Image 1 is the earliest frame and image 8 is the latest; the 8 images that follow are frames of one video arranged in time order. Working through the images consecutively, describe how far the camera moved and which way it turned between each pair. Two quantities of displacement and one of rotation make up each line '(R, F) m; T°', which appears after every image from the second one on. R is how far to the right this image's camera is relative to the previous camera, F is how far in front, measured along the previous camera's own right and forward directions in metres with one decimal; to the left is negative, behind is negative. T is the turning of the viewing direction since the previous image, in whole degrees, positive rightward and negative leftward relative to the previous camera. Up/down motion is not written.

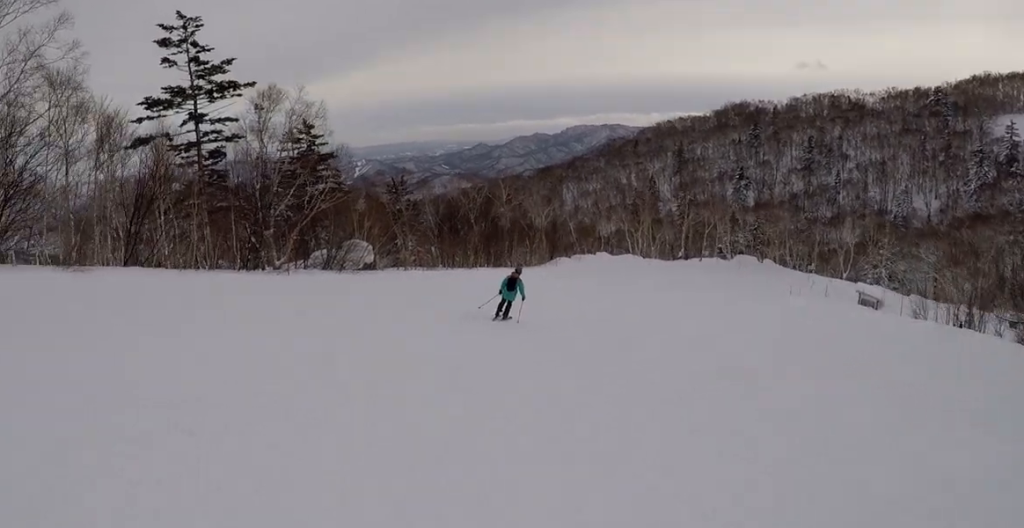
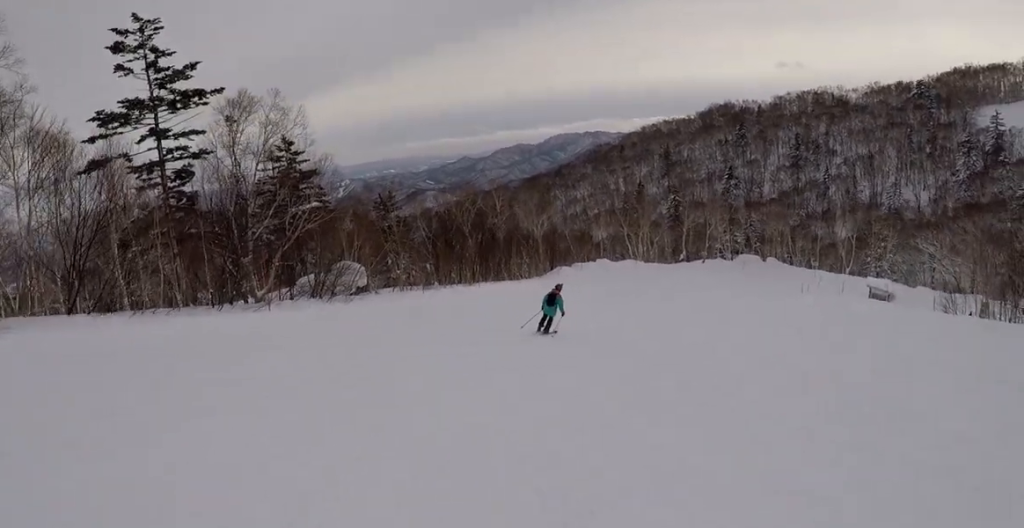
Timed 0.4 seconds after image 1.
(+0.4, +3.6) m; +8°
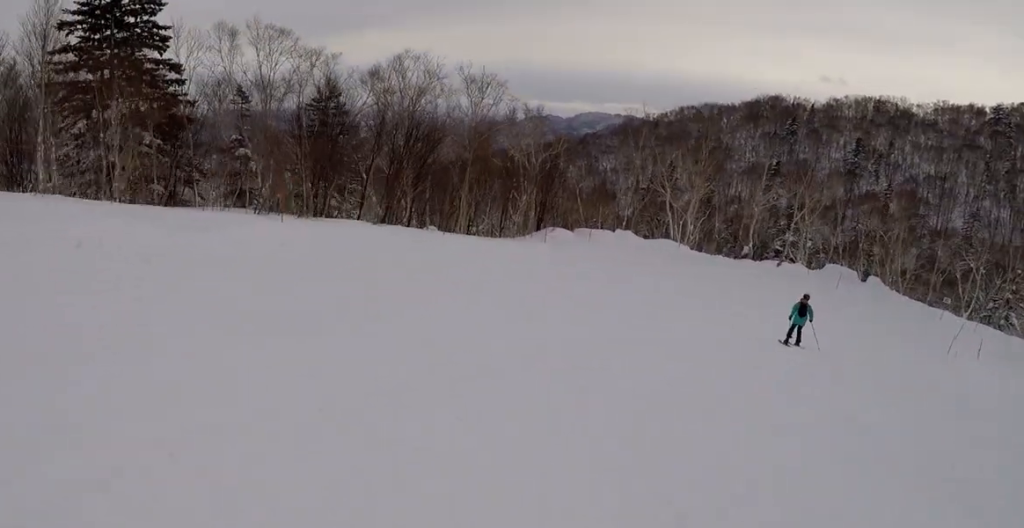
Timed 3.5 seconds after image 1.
(+4.1, +27.9) m; +4°
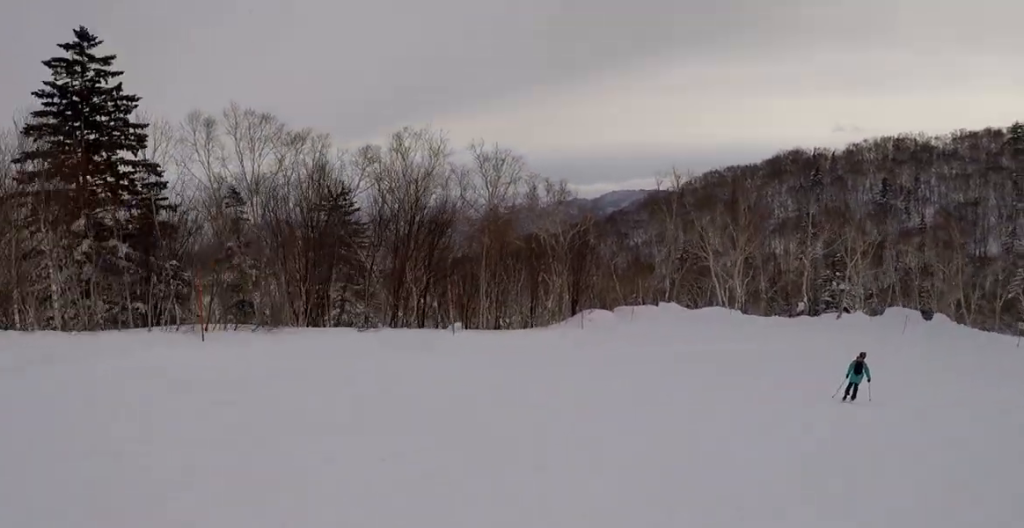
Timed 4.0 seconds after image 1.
(+0.2, +4.3) m; +7°
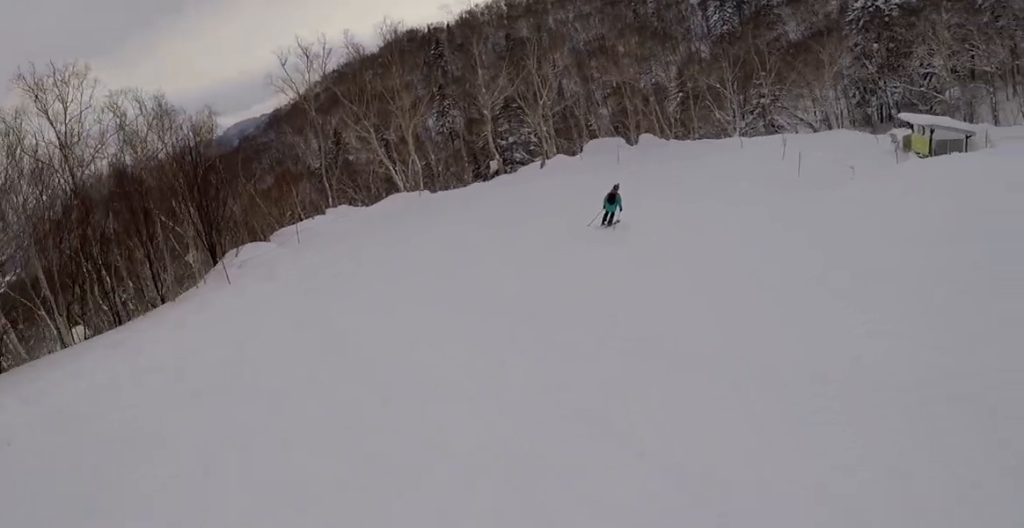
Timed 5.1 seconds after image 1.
(+1.5, +9.5) m; +22°
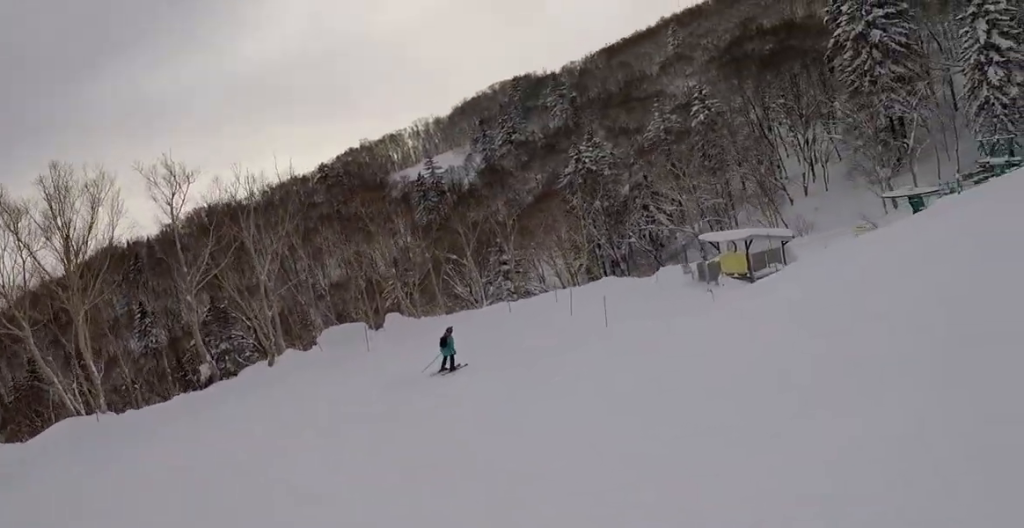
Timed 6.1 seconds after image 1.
(+1.8, +8.1) m; +21°
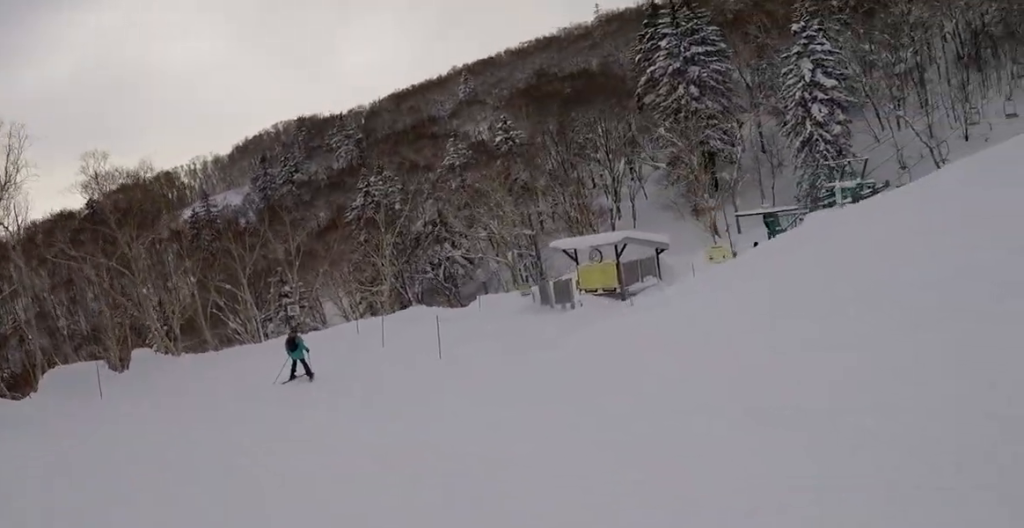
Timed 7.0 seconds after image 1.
(+0.9, +6.6) m; +7°
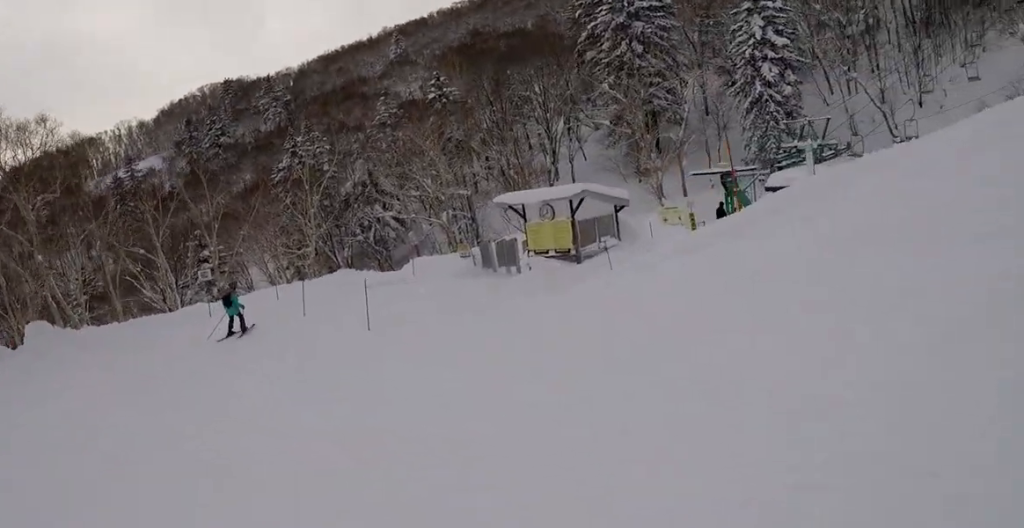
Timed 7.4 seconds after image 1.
(+0.2, +2.7) m; -1°
